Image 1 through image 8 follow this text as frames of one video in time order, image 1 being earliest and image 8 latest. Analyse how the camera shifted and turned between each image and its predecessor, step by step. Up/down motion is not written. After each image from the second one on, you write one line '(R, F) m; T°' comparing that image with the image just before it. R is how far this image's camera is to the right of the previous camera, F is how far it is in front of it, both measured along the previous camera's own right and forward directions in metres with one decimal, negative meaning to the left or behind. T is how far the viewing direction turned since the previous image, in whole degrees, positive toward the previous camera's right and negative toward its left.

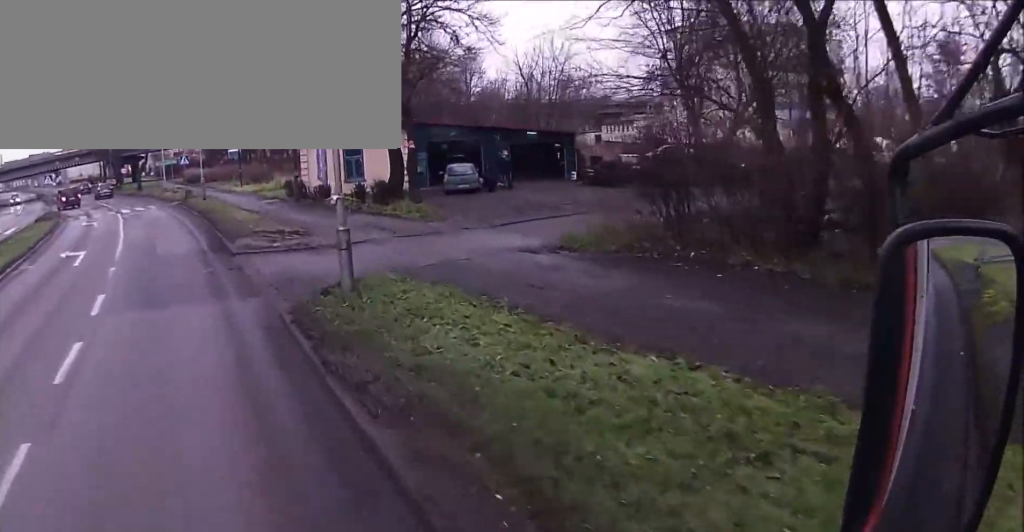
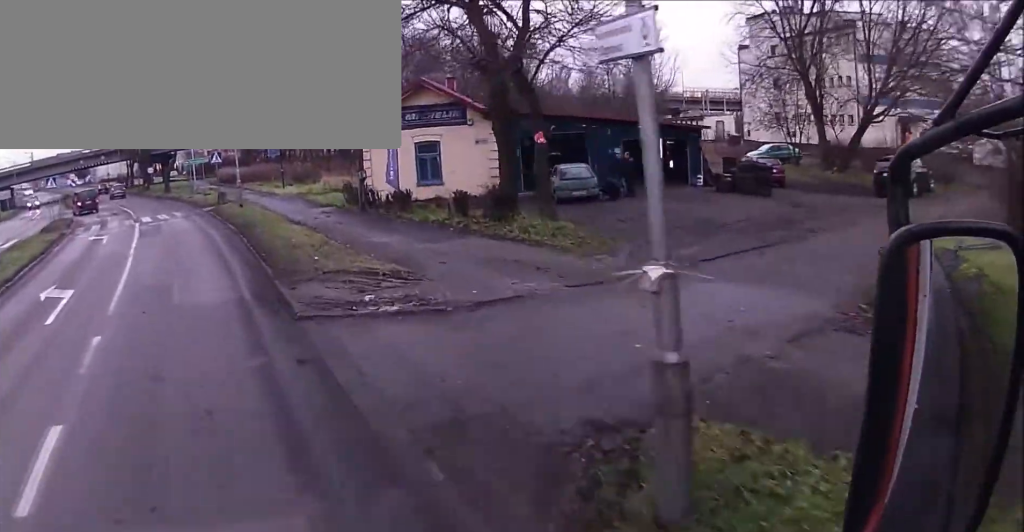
(+0.2, +8.8) m; -1°
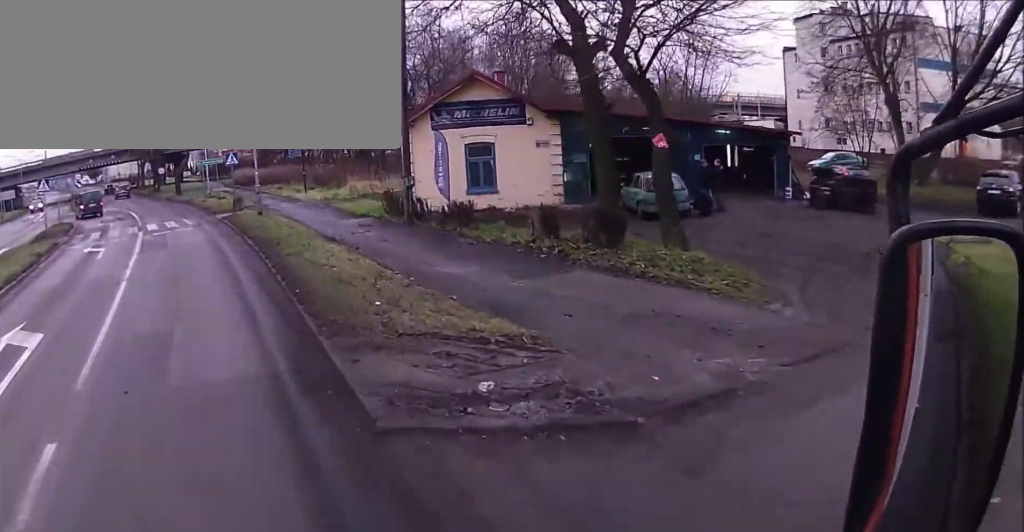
(0.0, +4.9) m; -1°
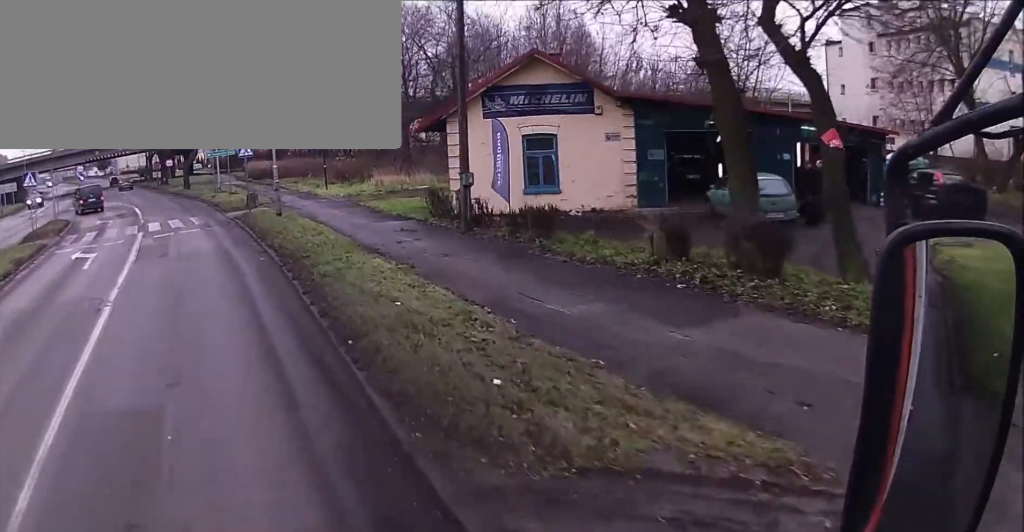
(-0.2, +4.3) m; -1°
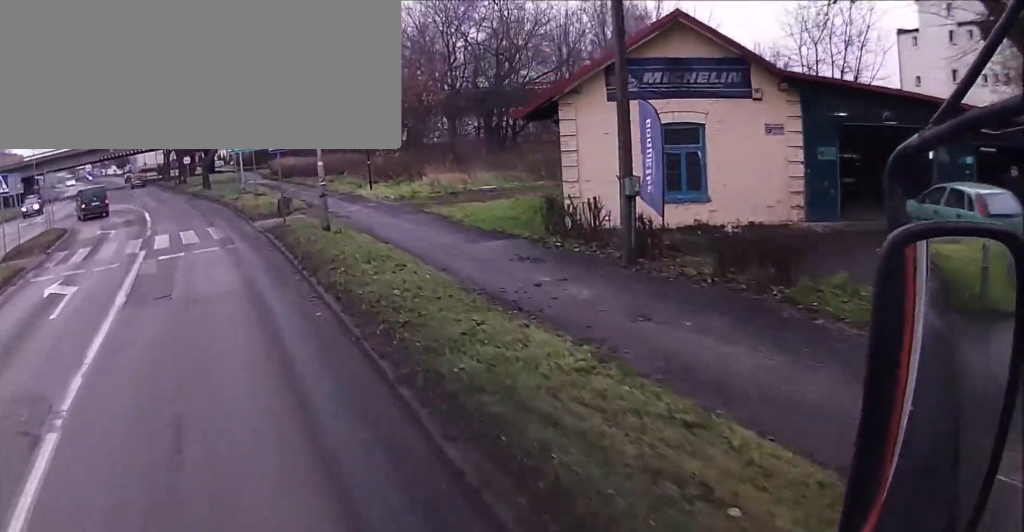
(+0.1, +6.4) m; -1°
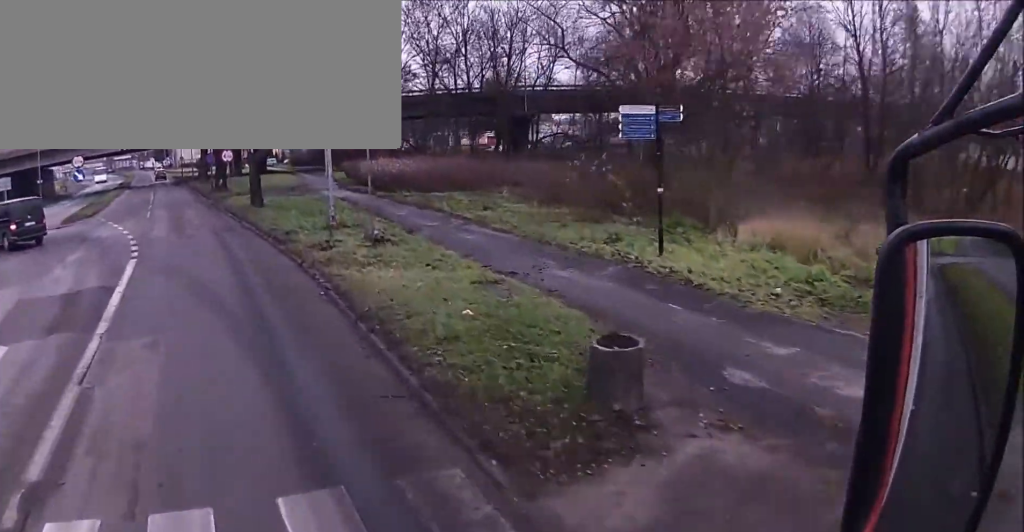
(-2.9, +21.1) m; -17°
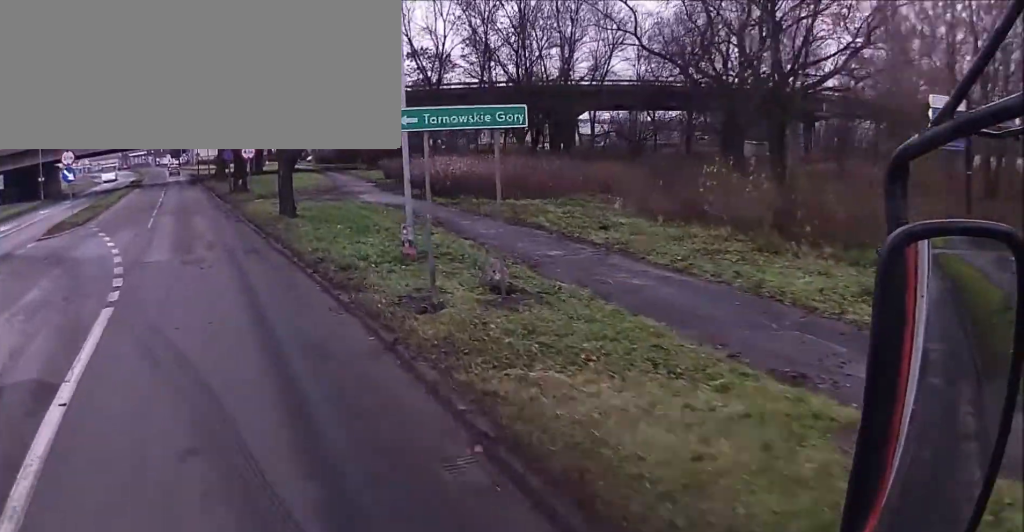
(-0.2, +7.0) m; -1°
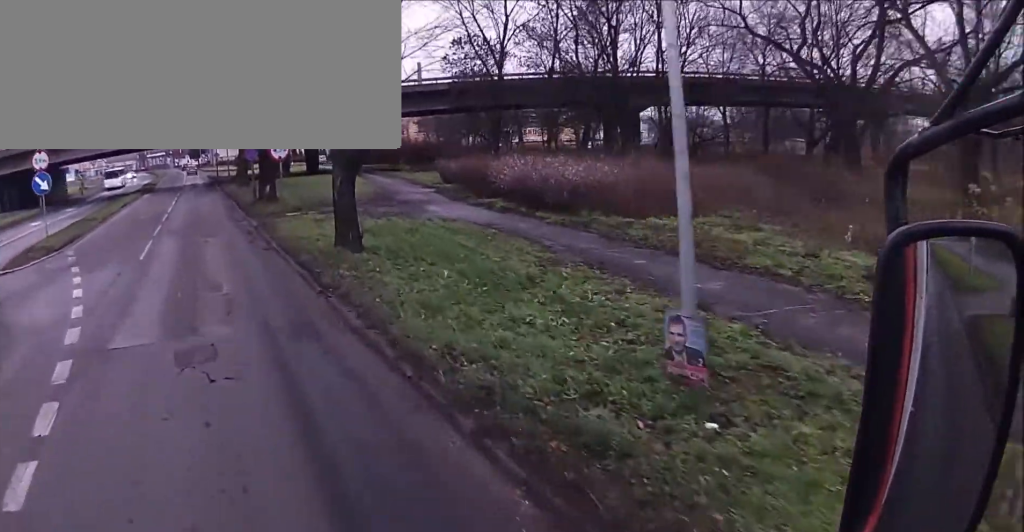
(0.0, +7.9) m; +1°
